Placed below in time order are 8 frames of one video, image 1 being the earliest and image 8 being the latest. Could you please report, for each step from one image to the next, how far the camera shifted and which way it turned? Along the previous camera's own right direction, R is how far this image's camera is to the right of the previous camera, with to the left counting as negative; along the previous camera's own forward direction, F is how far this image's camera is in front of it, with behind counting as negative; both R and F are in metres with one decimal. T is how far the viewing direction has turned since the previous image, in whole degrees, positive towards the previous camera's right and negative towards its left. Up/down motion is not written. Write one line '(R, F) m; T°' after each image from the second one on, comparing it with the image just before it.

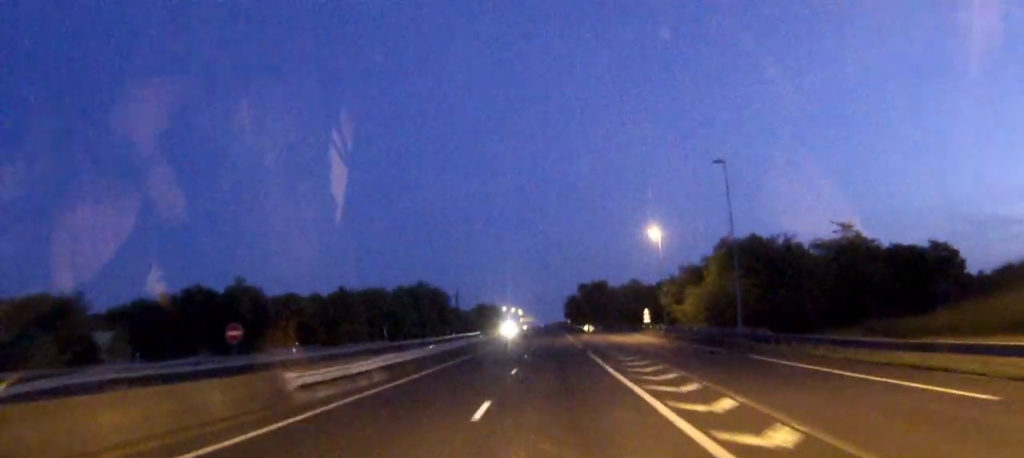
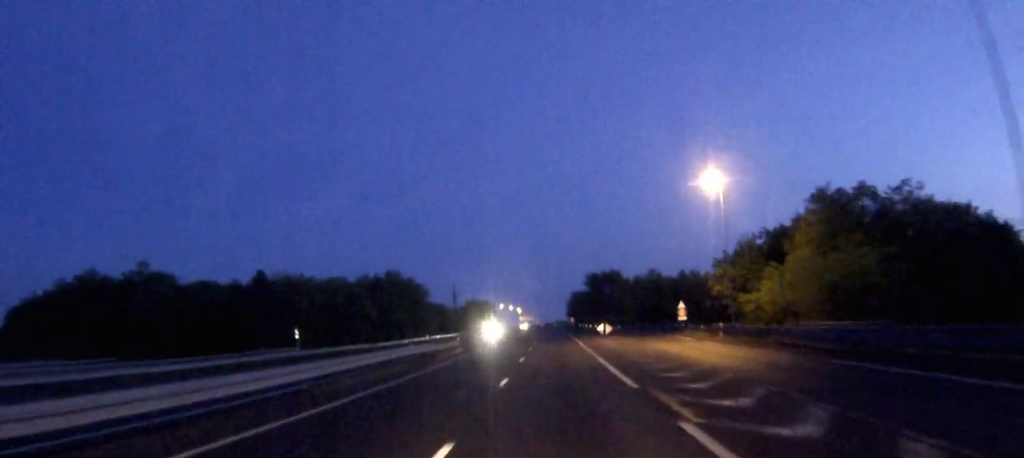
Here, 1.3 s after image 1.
(0.0, +32.7) m; 0°
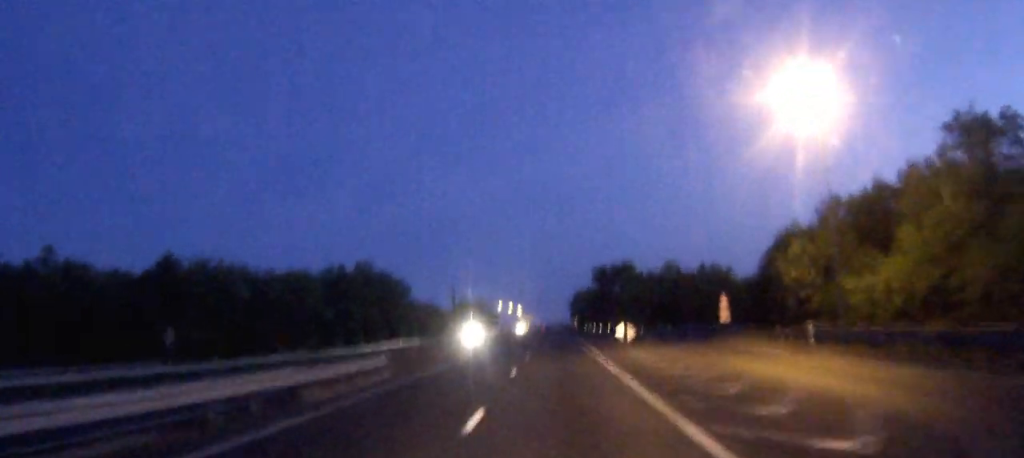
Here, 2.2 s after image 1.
(0.0, +21.8) m; 0°
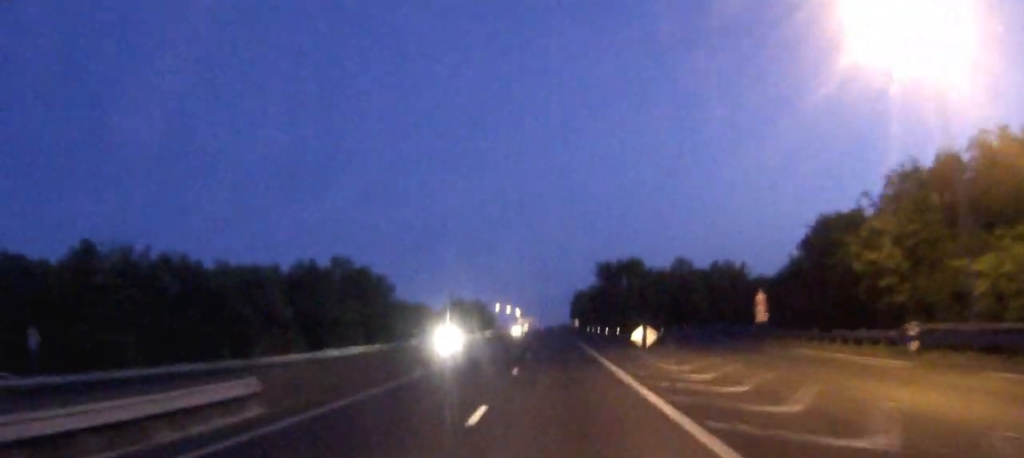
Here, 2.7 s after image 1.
(0.0, +12.6) m; 0°
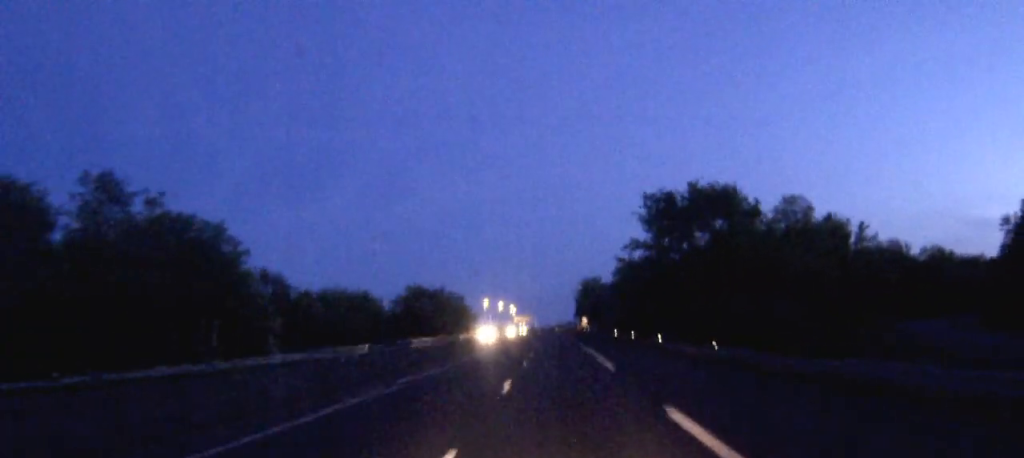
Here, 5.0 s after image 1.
(-0.2, +58.8) m; 0°
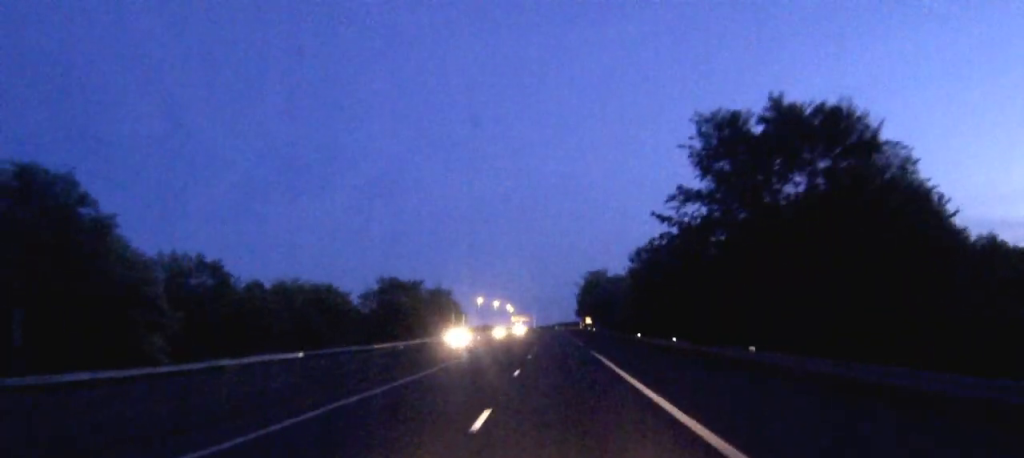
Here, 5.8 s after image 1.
(0.0, +21.0) m; 0°
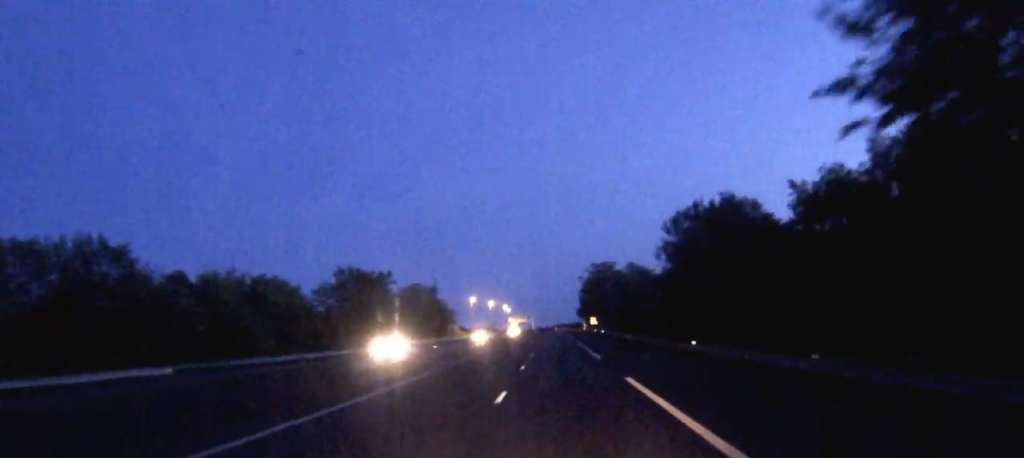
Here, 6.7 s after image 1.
(0.0, +21.8) m; 0°
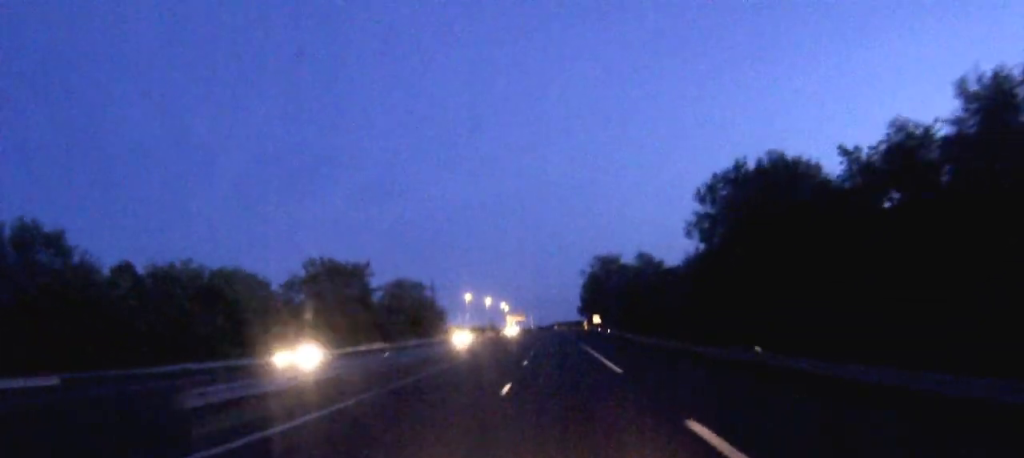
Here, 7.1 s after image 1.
(0.0, +10.9) m; 0°
